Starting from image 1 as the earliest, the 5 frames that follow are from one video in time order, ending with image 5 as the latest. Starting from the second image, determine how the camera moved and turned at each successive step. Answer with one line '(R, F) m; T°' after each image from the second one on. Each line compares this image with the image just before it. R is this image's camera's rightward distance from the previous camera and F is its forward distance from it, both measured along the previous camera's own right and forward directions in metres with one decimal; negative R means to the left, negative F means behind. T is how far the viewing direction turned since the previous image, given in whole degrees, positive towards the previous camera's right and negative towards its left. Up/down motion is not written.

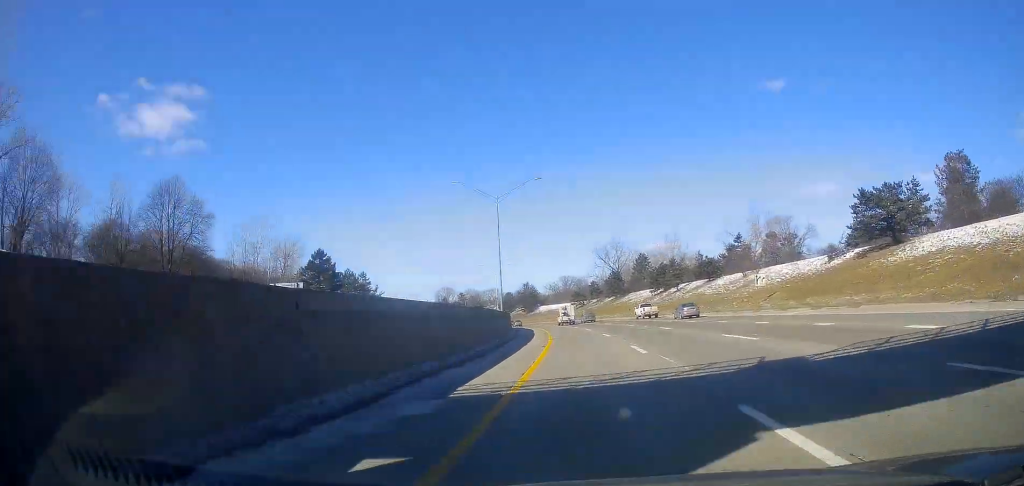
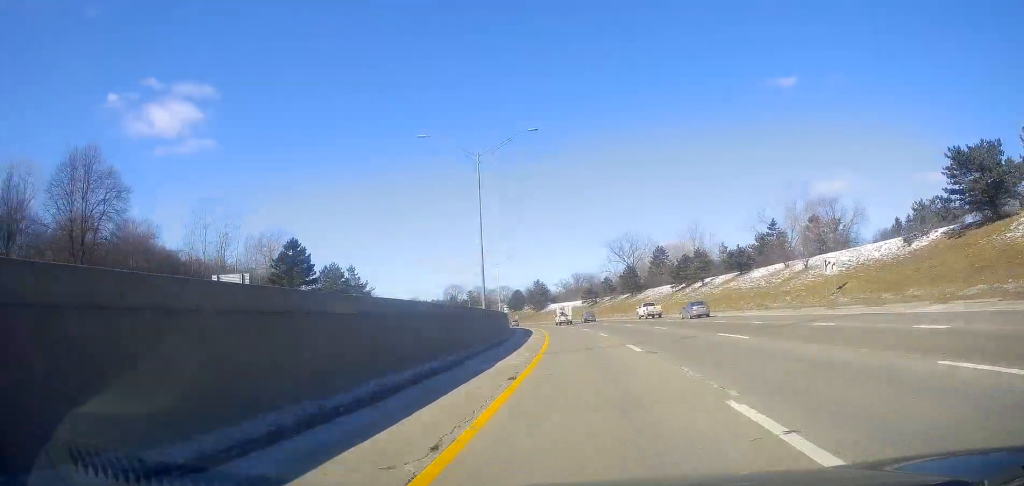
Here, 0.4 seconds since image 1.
(-0.3, +14.9) m; -2°
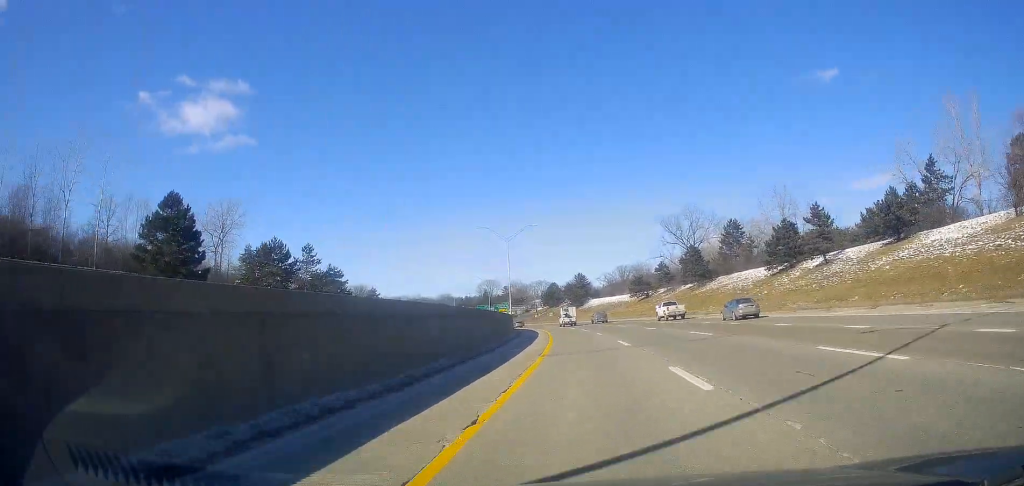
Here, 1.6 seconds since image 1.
(-1.8, +40.1) m; -5°
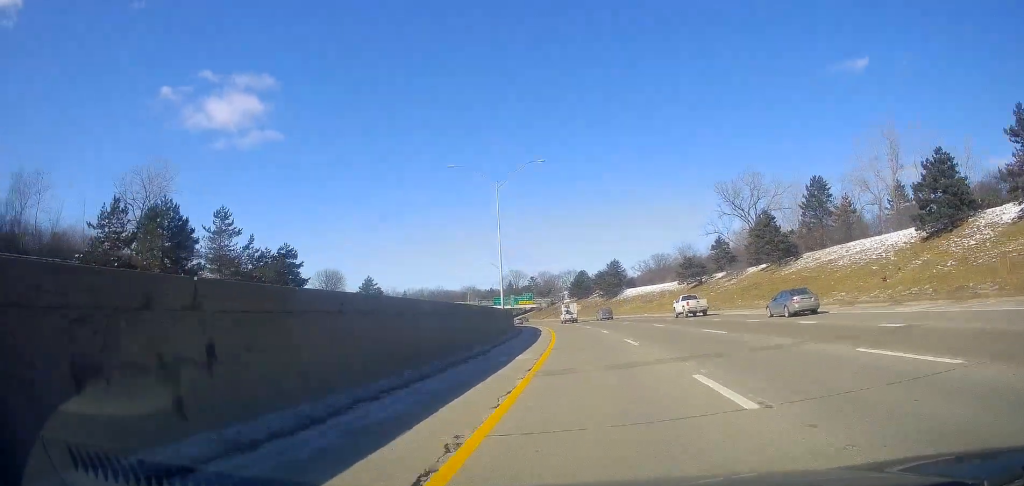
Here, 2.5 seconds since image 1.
(-1.1, +32.4) m; -3°
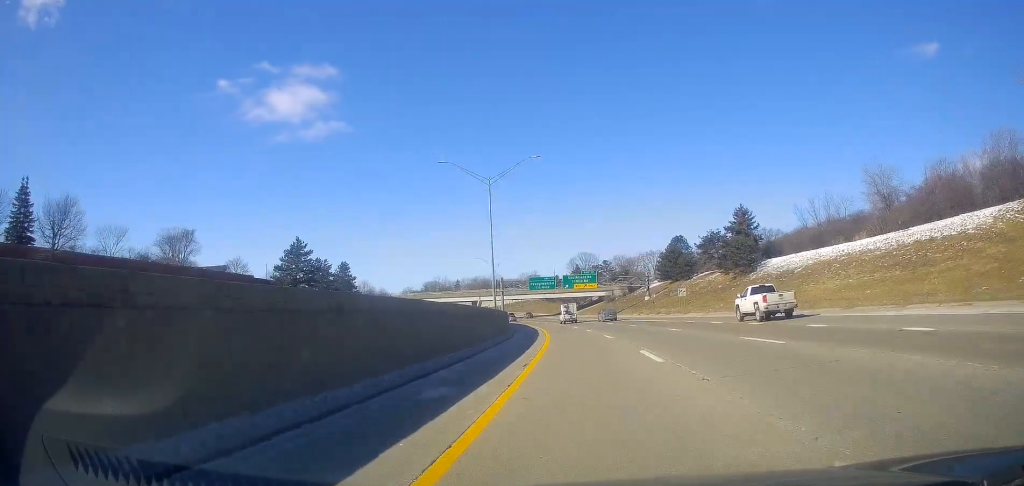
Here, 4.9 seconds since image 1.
(-6.1, +83.9) m; -9°
